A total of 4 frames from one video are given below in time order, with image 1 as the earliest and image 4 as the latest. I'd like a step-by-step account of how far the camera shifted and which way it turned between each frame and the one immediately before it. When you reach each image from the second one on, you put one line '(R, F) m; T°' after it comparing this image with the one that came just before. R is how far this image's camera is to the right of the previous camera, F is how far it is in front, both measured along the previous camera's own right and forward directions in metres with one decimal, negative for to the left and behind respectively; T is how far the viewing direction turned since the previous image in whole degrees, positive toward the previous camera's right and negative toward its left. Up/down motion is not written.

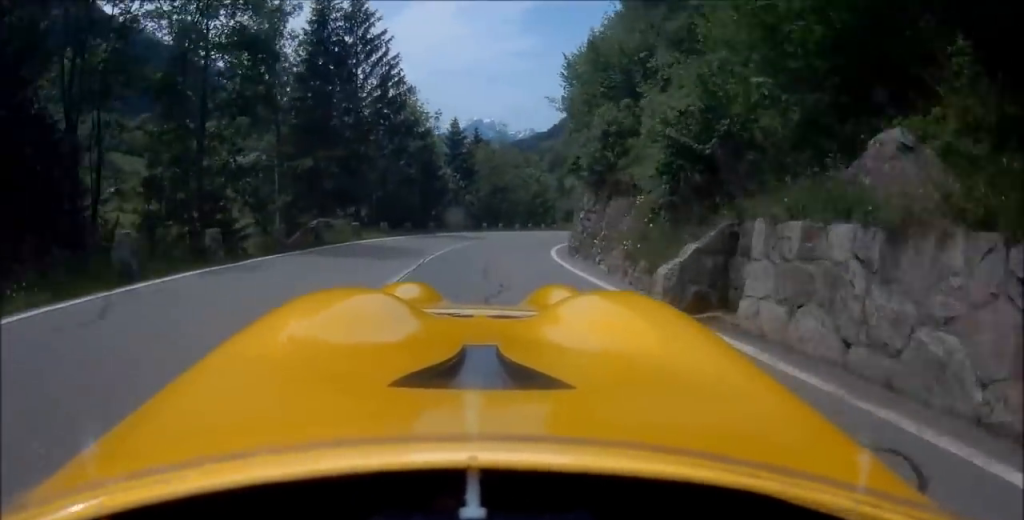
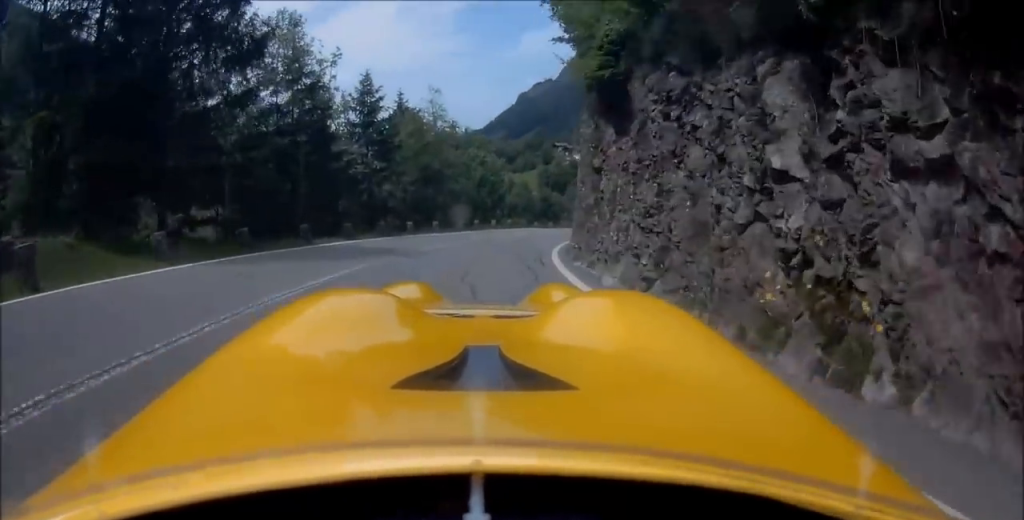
(+0.1, +14.8) m; +8°
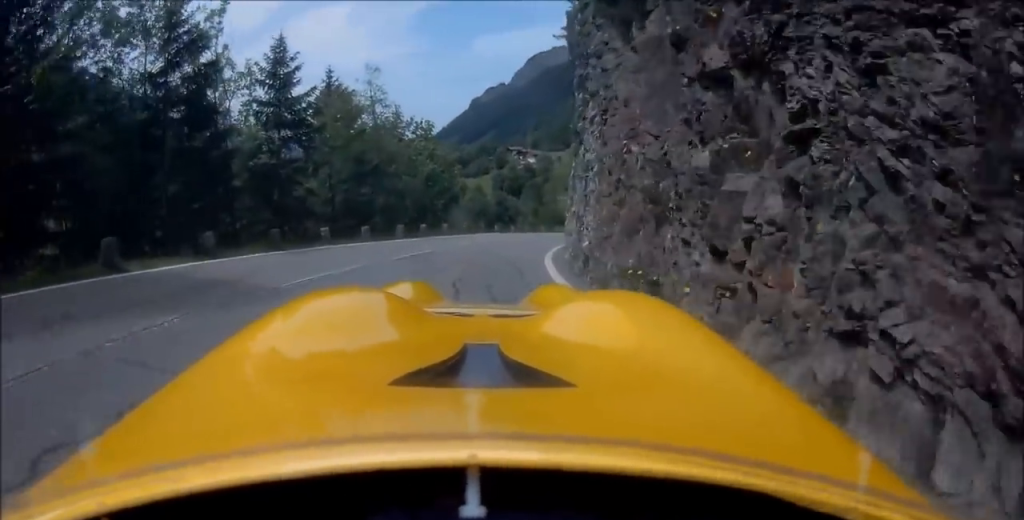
(-0.8, +8.3) m; +8°
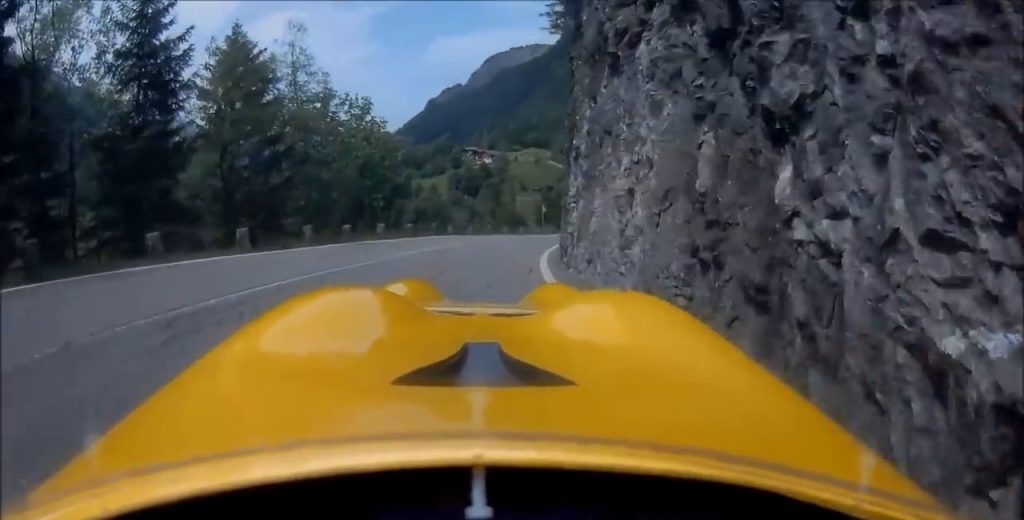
(+1.4, +8.4) m; +6°
